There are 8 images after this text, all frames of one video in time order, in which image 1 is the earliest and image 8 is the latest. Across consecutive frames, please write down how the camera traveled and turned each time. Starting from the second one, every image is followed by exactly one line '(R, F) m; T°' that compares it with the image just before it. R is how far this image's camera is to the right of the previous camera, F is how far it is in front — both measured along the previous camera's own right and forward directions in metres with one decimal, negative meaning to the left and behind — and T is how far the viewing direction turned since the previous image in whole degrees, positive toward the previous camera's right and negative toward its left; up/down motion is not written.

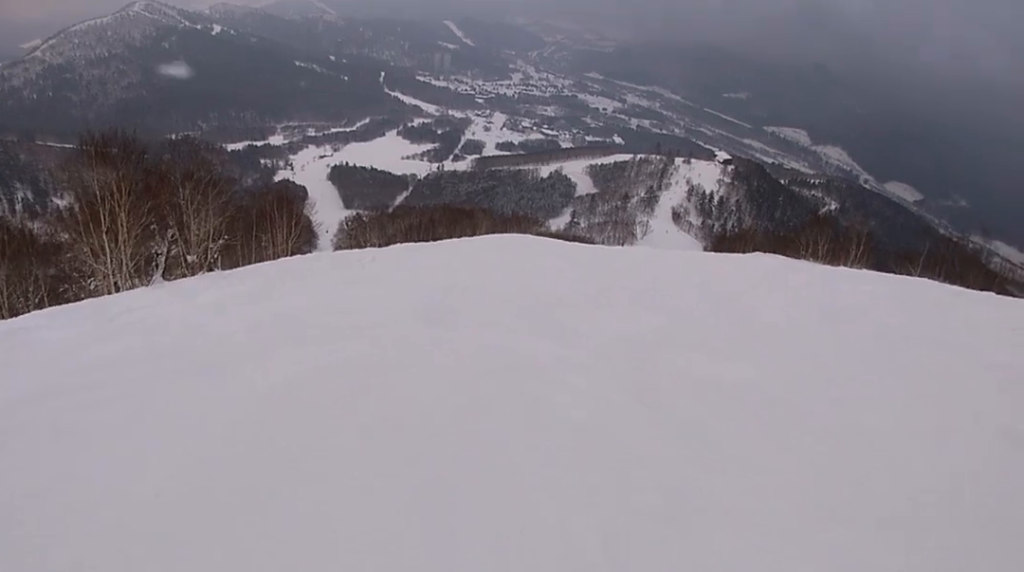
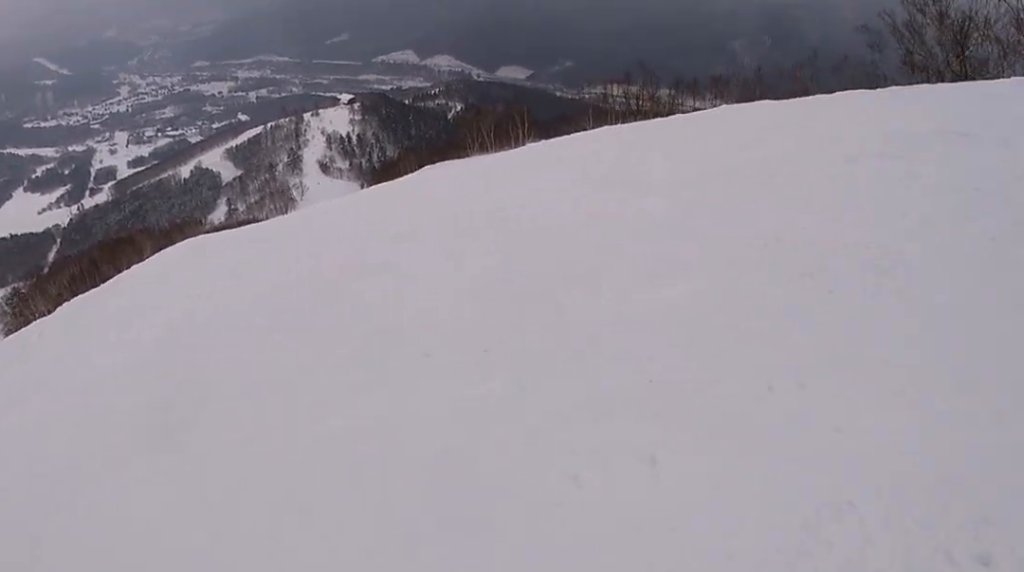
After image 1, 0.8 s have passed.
(+0.1, +3.8) m; +13°
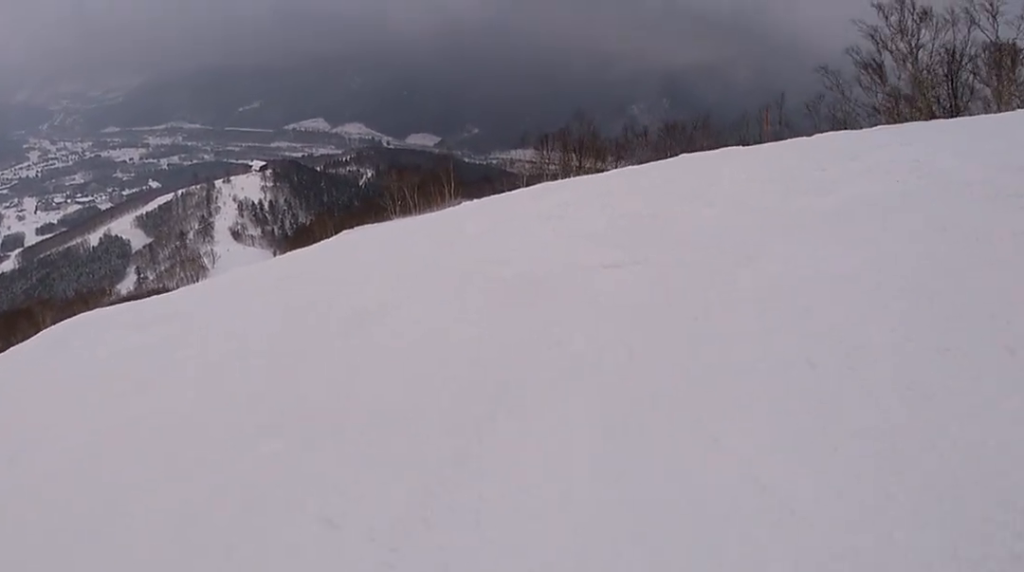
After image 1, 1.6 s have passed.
(+0.8, +3.8) m; -1°
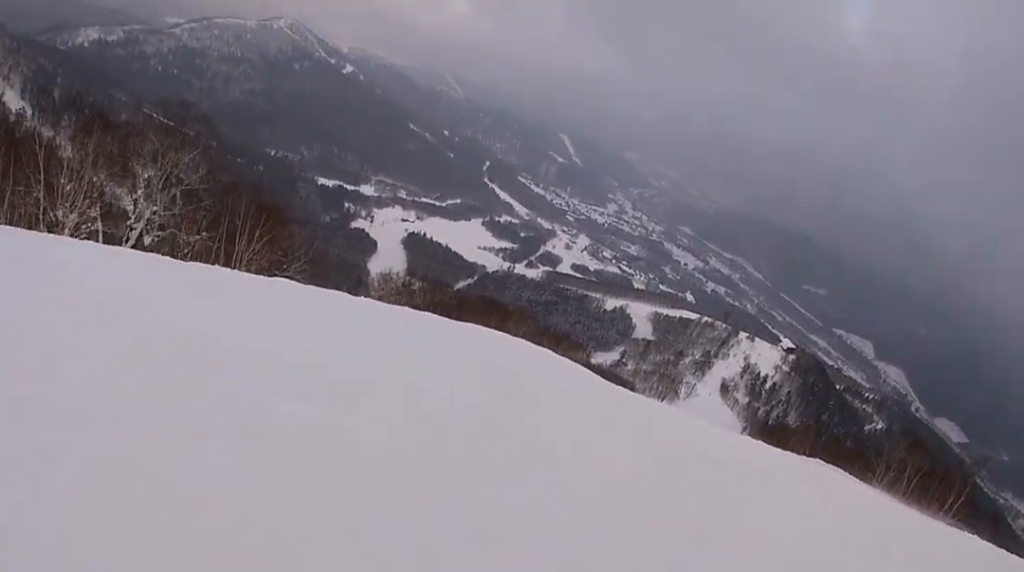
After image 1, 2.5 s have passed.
(-0.6, +3.5) m; -26°
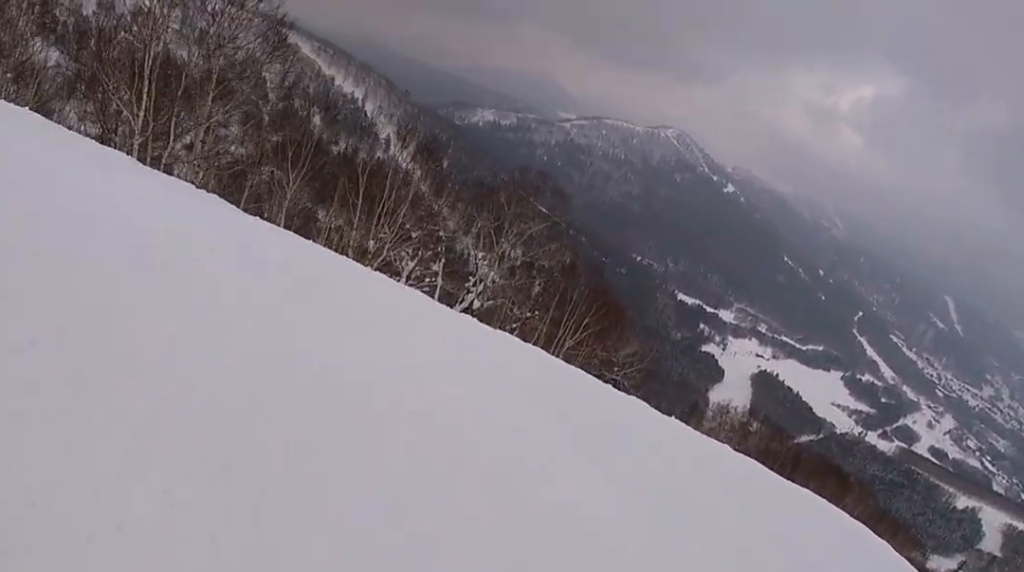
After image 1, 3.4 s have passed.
(-1.0, +3.2) m; -34°
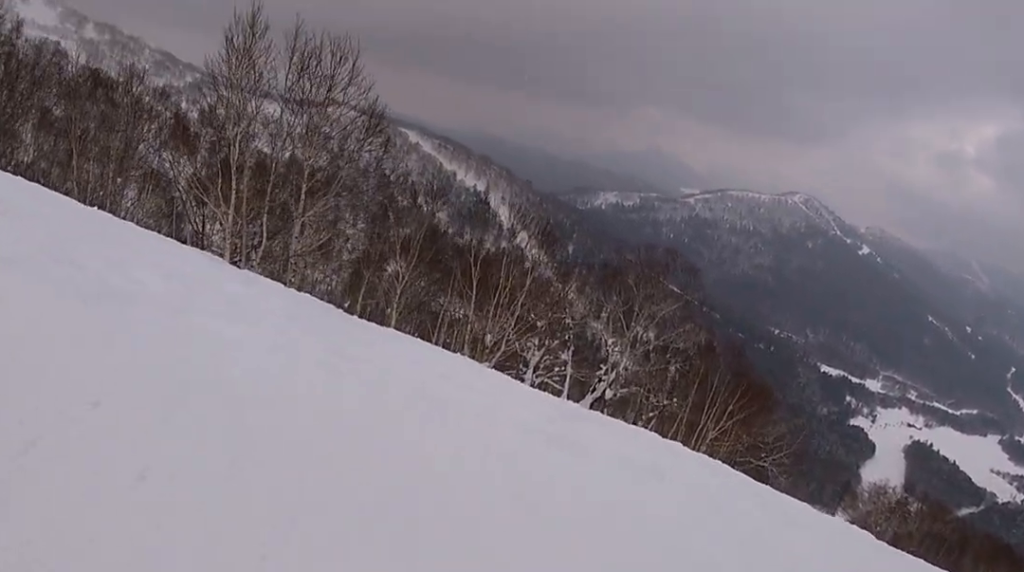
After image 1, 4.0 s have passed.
(+0.1, +2.0) m; -17°
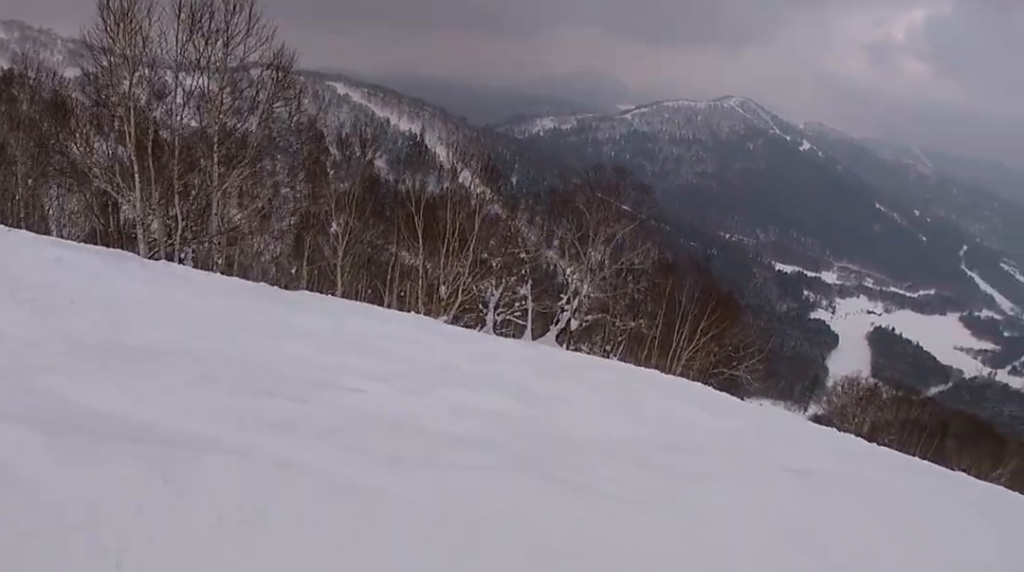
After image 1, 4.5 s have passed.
(-0.9, +1.8) m; +3°
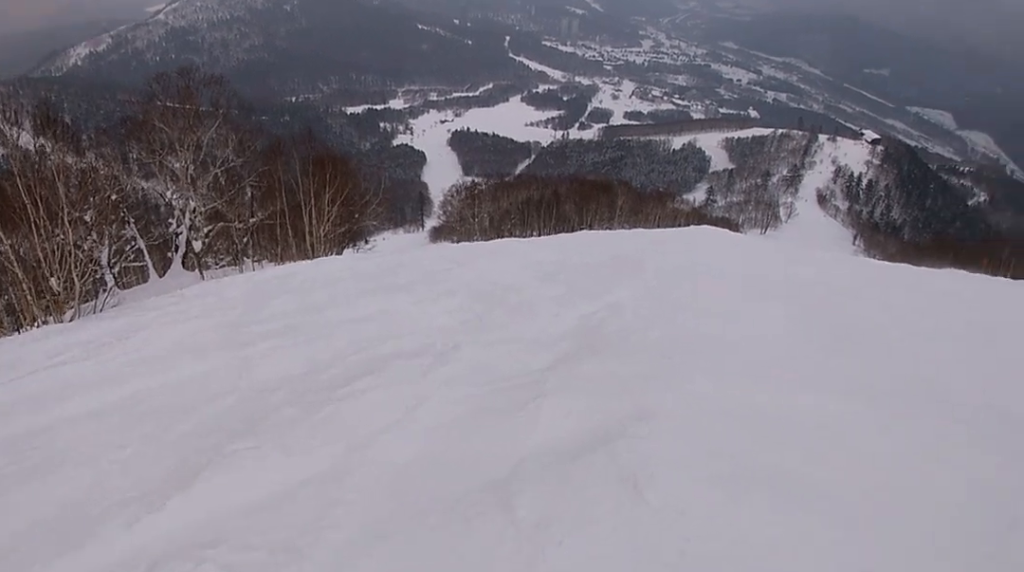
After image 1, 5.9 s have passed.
(+1.3, +3.5) m; +59°
